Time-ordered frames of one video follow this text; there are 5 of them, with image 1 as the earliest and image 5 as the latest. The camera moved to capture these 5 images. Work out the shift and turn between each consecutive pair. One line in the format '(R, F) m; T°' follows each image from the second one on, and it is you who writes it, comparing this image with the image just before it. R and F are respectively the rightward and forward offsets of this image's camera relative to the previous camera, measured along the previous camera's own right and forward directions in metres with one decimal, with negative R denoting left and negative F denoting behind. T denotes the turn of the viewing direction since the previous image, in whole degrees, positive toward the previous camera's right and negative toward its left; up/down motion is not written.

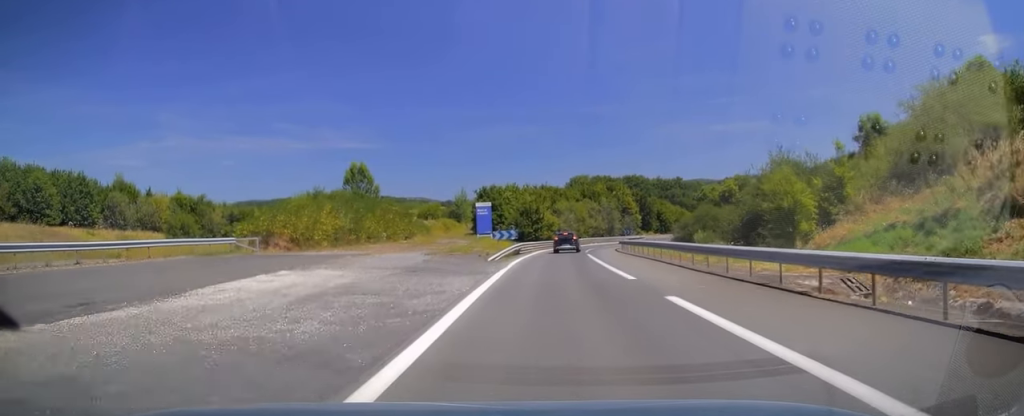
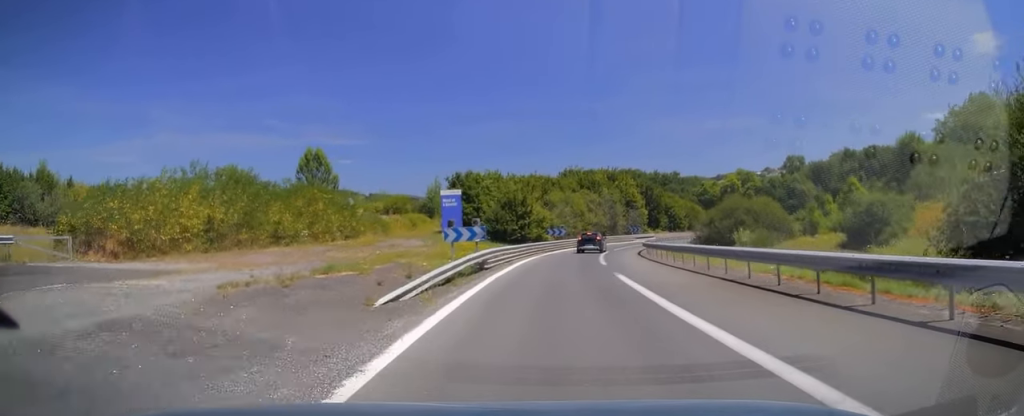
(+0.1, +18.3) m; +1°
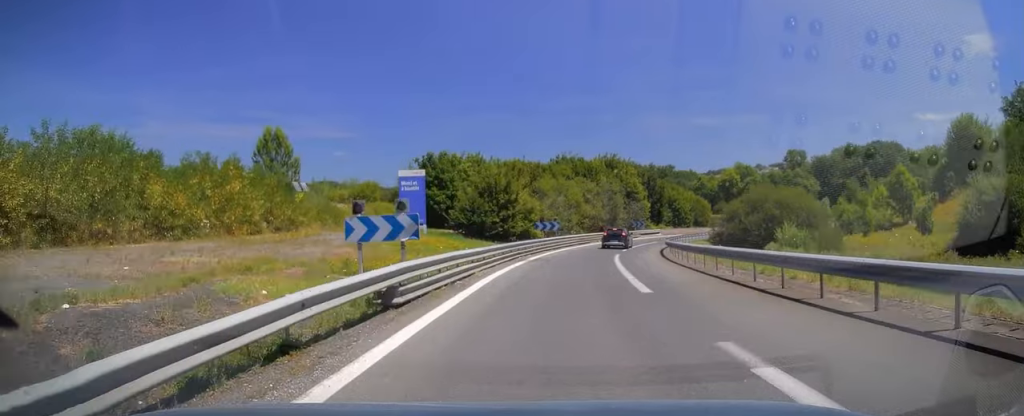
(+0.2, +12.2) m; +1°
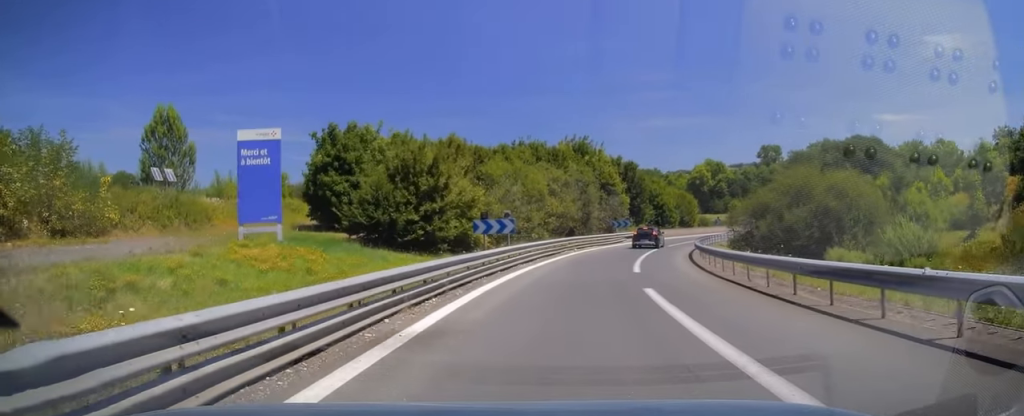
(+0.1, +18.2) m; +1°
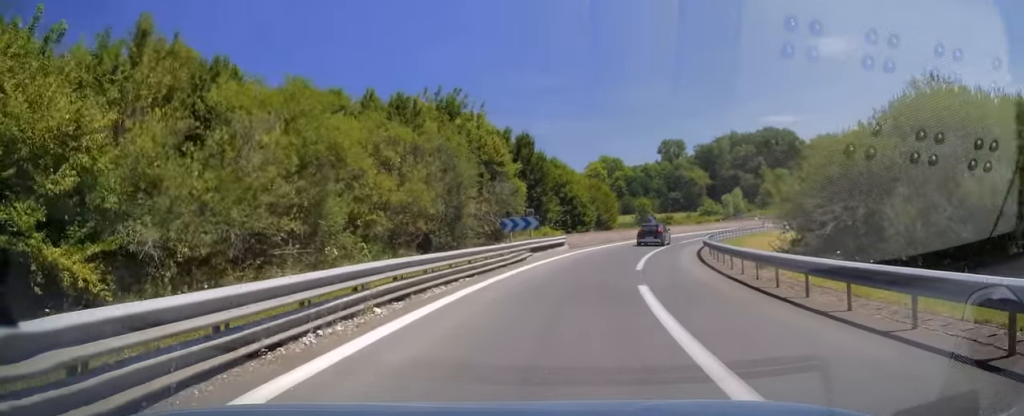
(+1.3, +25.8) m; +7°
